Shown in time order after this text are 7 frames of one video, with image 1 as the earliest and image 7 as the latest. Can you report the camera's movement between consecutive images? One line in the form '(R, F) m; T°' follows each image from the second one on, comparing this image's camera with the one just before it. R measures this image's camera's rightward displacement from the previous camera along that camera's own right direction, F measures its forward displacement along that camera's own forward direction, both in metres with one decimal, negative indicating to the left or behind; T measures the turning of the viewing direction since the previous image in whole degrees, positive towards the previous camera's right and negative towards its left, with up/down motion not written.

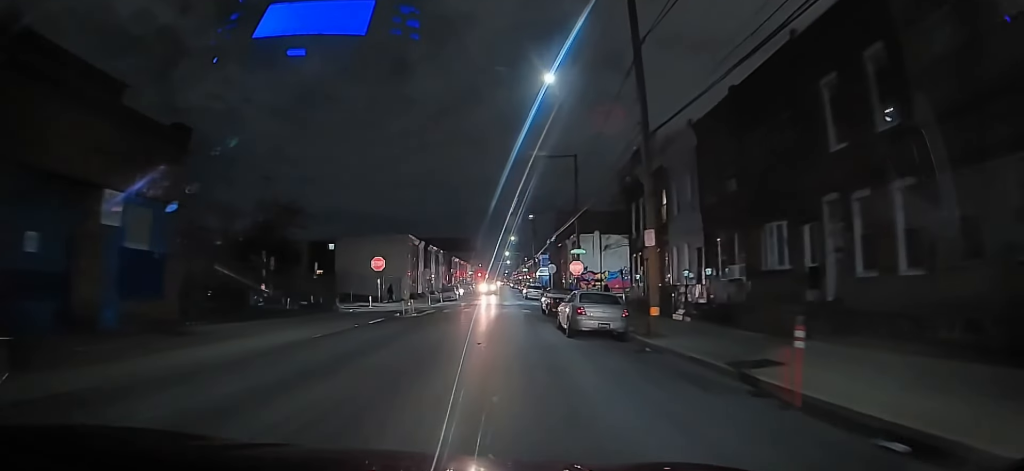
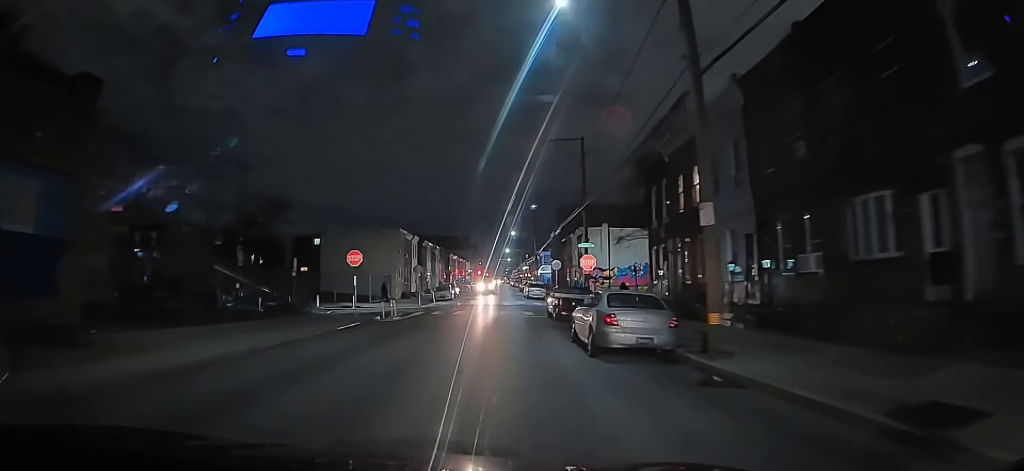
(0.0, +4.4) m; -1°
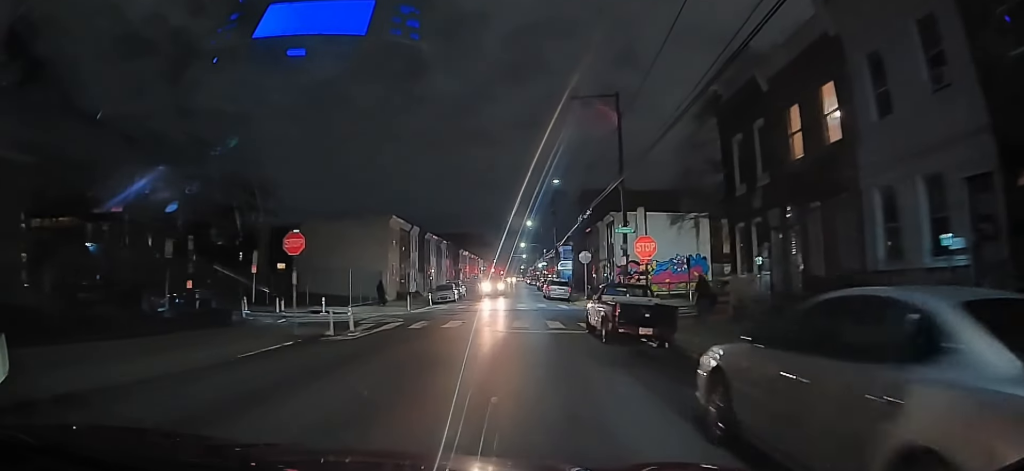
(-0.1, +8.0) m; -1°
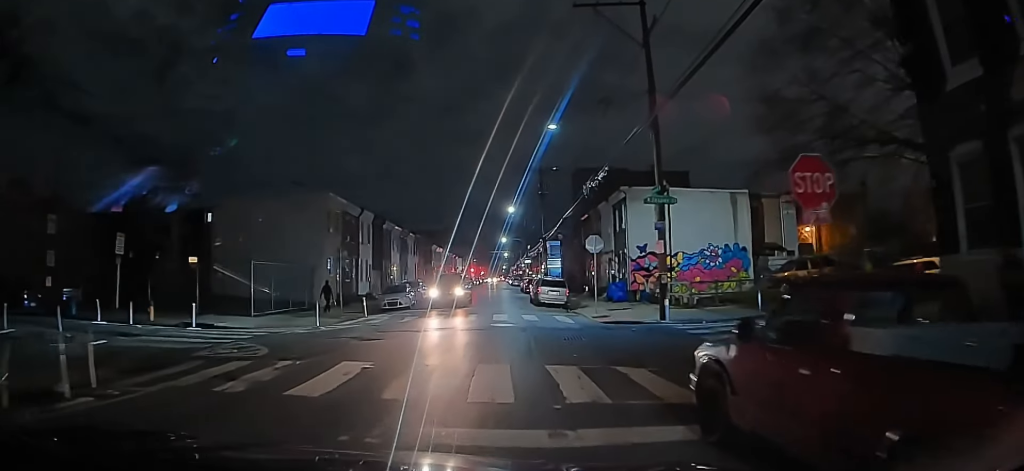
(+0.4, +9.7) m; +5°
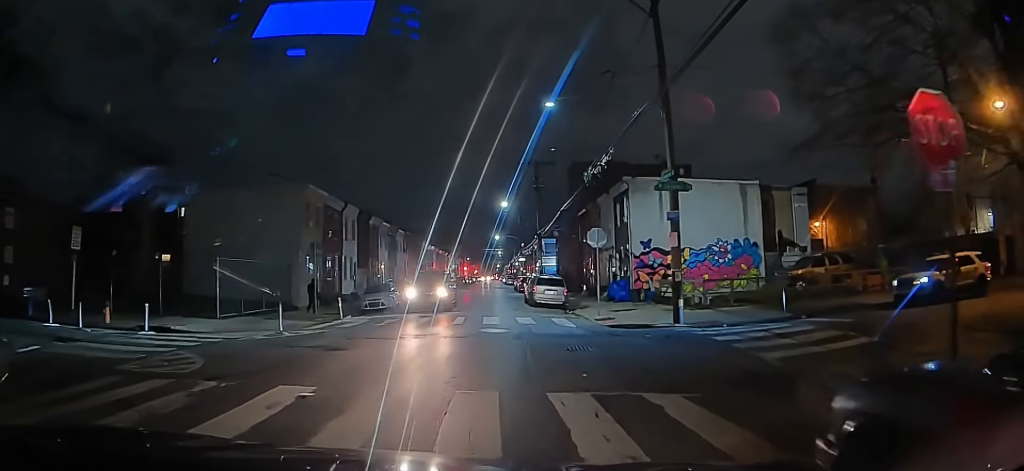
(0.0, +2.4) m; -1°
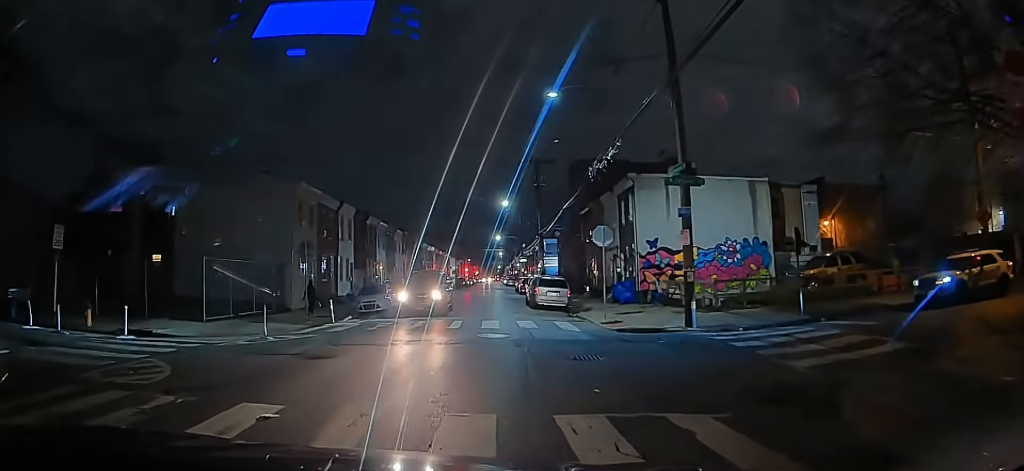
(0.0, +1.3) m; -8°
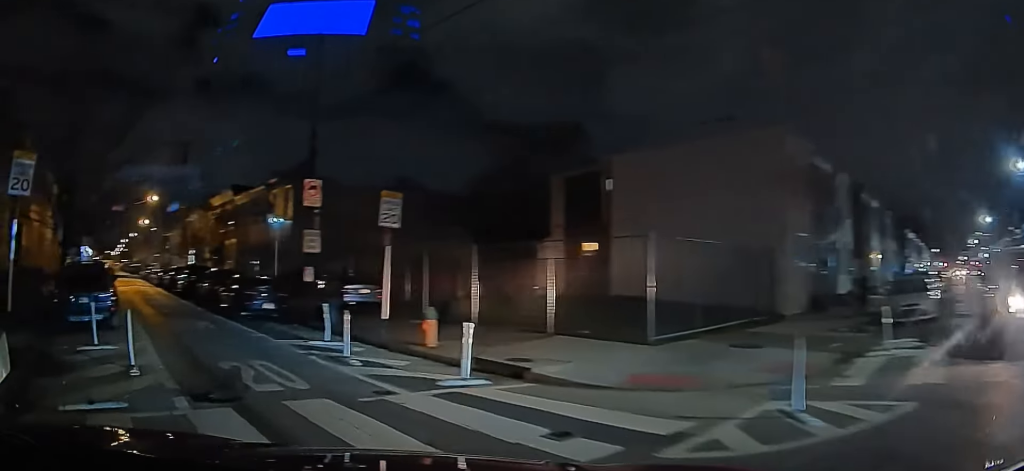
(-4.7, +9.9) m; -51°
